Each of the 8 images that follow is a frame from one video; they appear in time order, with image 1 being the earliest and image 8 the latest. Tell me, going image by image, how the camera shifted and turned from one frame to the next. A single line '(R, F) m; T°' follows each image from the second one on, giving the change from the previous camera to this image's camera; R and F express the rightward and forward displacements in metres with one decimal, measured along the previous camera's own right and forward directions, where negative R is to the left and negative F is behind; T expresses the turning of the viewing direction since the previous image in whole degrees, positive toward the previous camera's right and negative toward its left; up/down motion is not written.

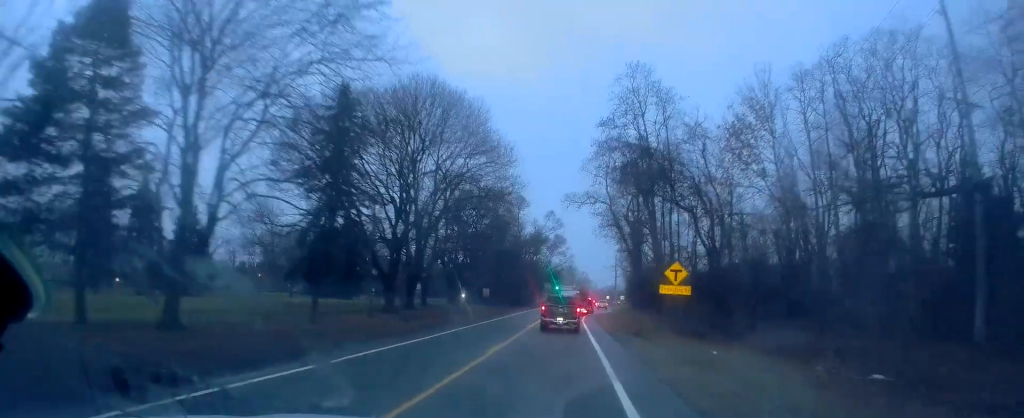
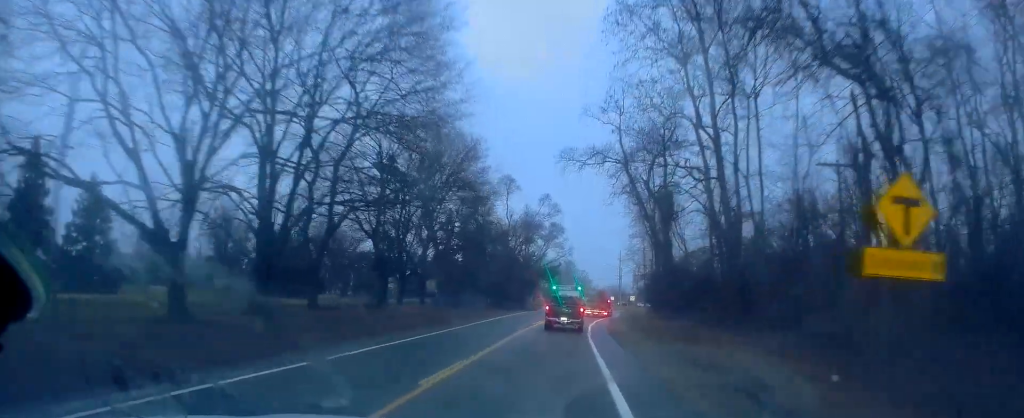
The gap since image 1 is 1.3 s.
(+1.0, +22.7) m; +3°
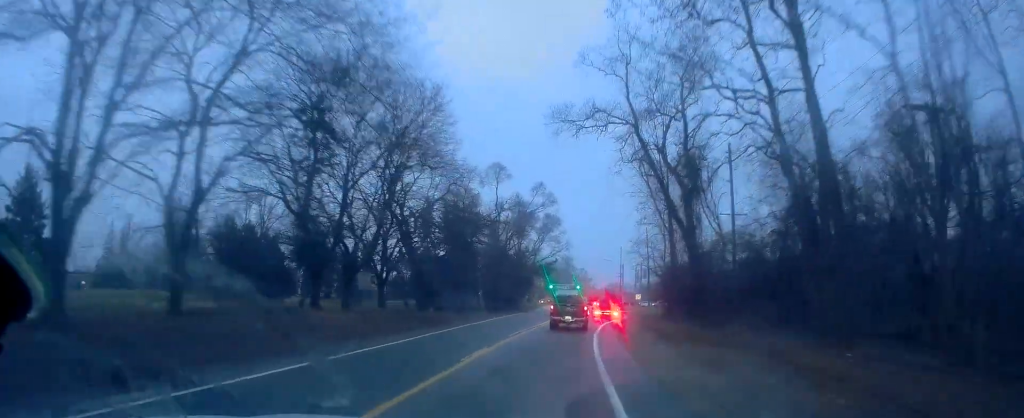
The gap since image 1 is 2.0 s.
(0.0, +11.7) m; 0°
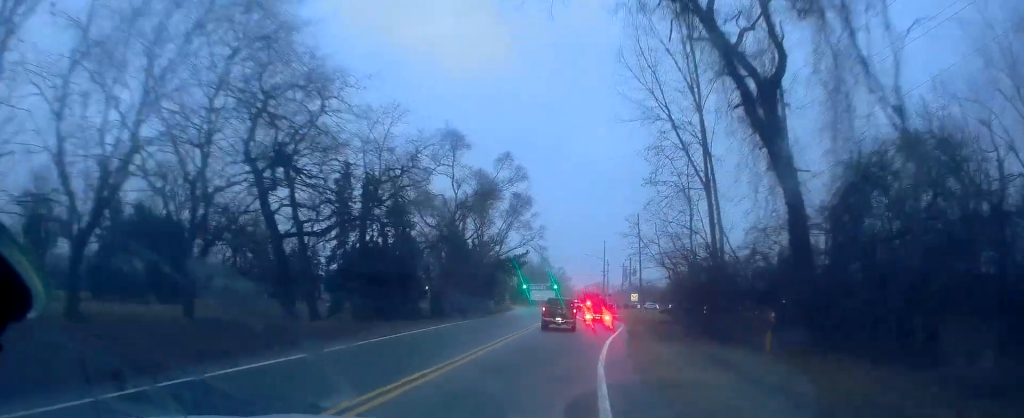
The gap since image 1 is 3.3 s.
(0.0, +22.0) m; 0°
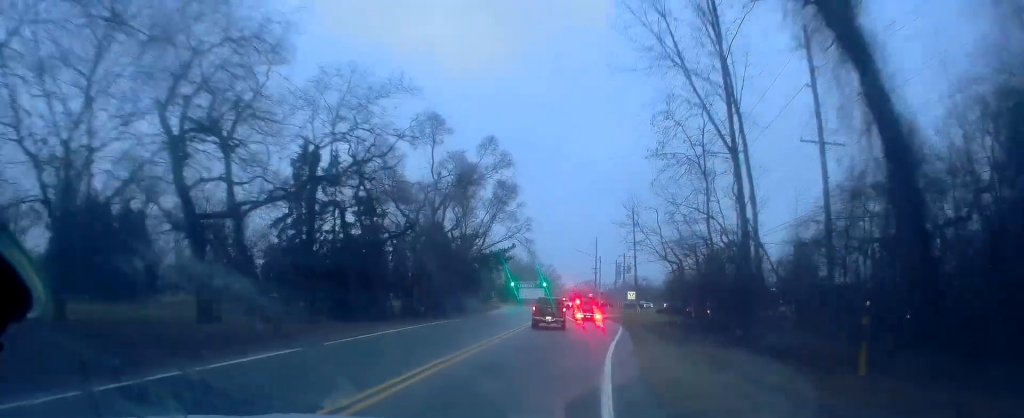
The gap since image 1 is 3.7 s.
(0.0, +7.2) m; 0°
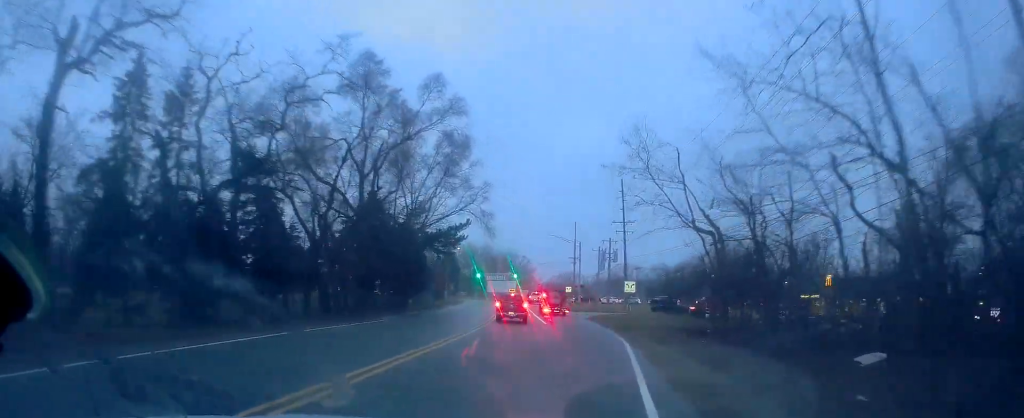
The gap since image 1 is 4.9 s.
(0.0, +19.1) m; +3°
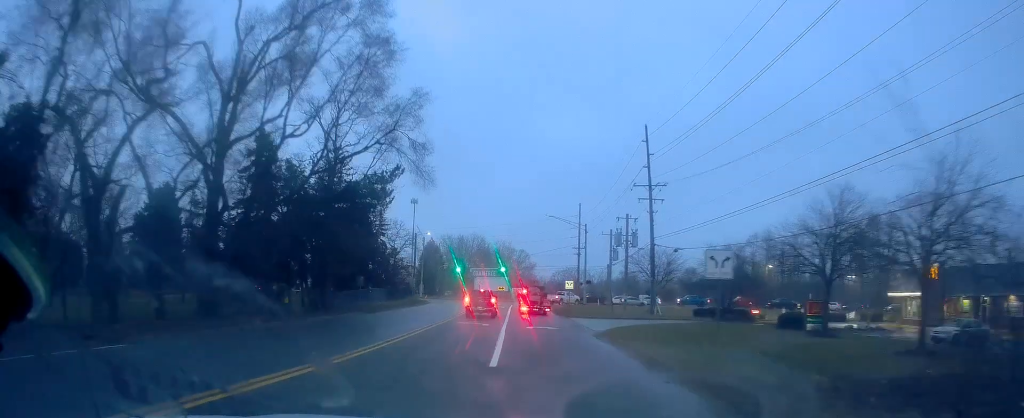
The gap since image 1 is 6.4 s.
(+1.3, +25.4) m; +2°
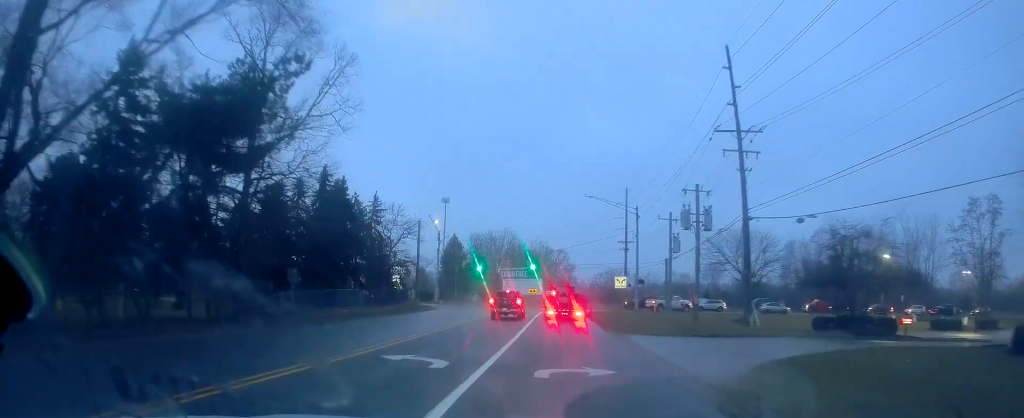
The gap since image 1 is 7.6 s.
(-0.6, +18.9) m; -3°
